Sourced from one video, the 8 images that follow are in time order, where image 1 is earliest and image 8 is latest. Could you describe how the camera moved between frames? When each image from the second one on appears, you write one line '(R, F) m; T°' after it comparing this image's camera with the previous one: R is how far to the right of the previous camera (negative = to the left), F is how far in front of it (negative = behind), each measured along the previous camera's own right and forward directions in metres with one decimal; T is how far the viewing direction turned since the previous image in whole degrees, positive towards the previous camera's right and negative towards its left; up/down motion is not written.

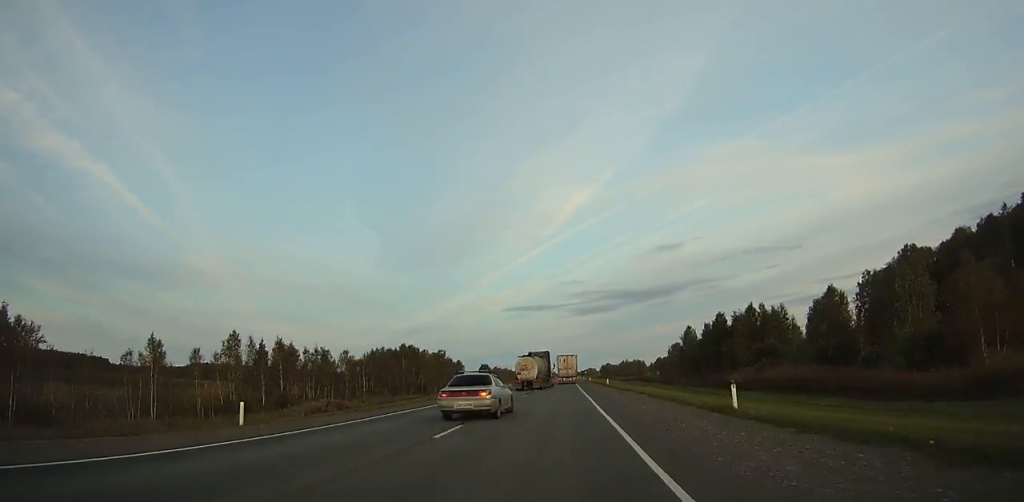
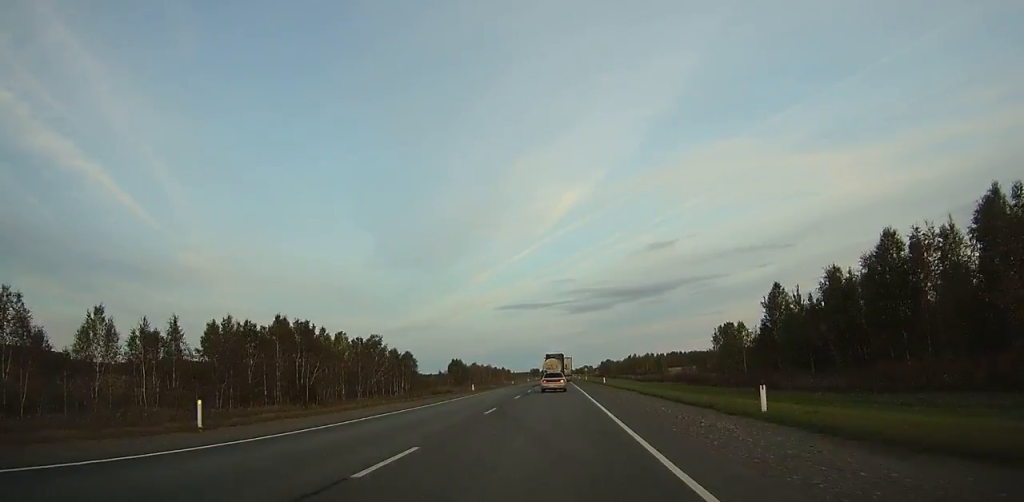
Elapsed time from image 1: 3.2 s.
(0.0, +51.7) m; 0°
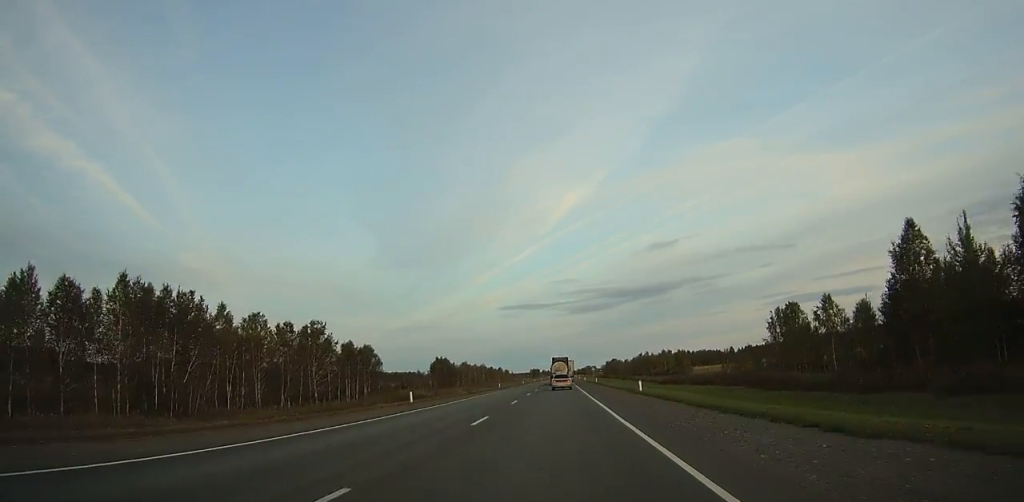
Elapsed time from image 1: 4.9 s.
(0.0, +27.5) m; 0°
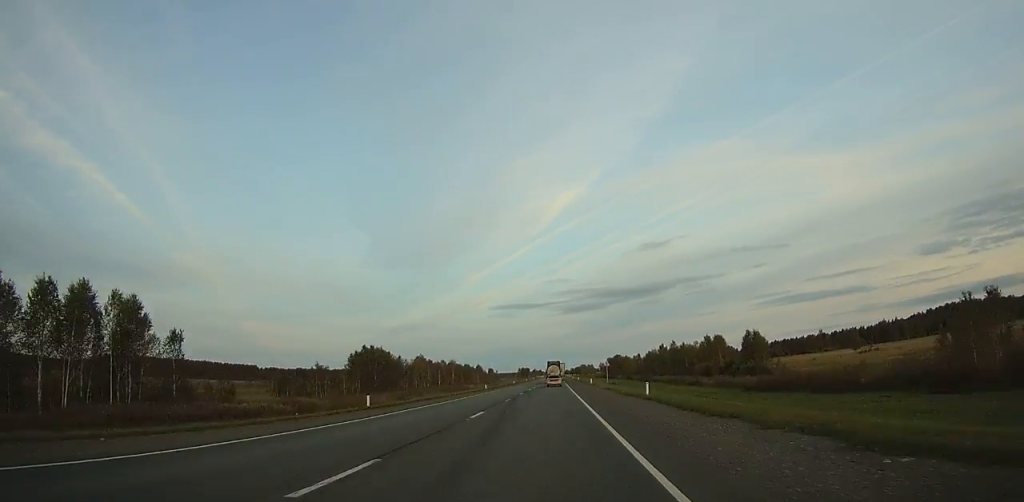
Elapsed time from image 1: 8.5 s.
(+0.2, +58.6) m; 0°
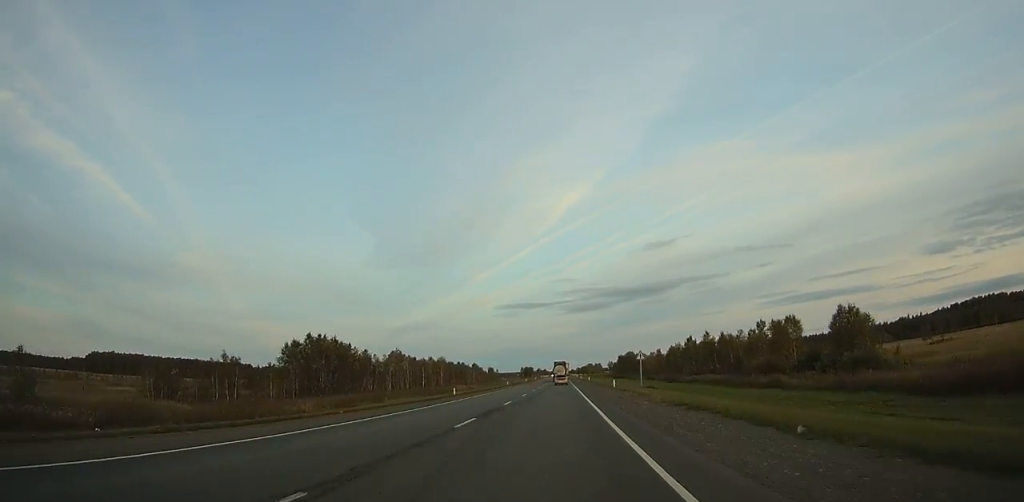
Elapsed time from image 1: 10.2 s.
(+0.1, +28.0) m; 0°
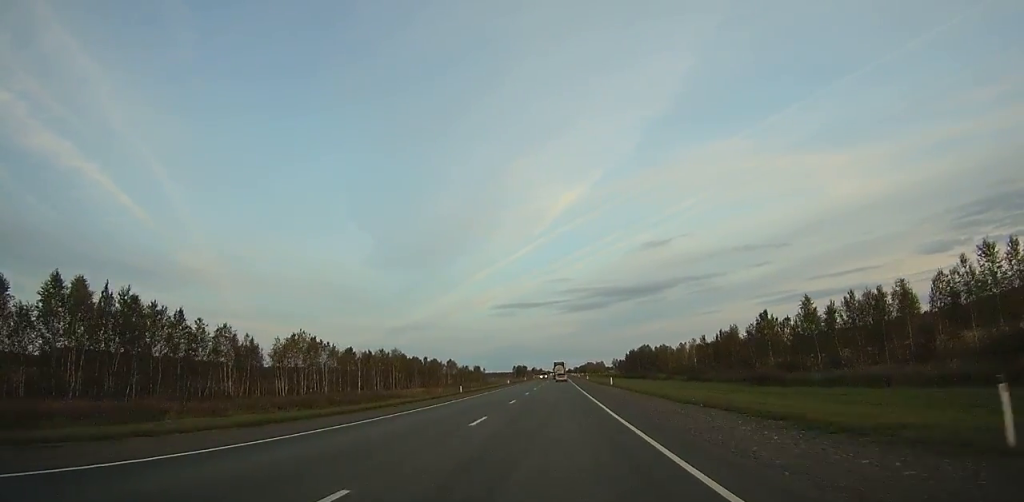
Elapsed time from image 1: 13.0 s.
(-0.2, +47.4) m; 0°
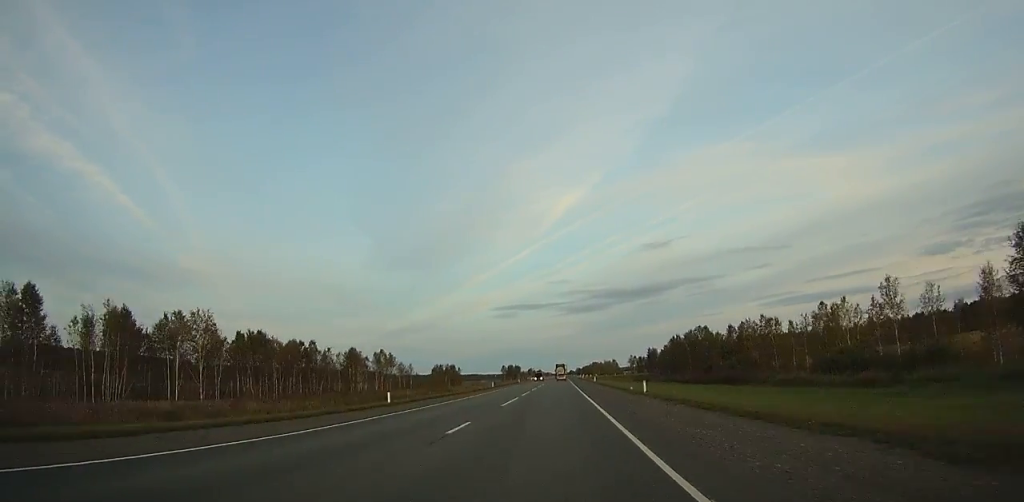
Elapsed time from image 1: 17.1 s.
(+0.1, +71.9) m; 0°
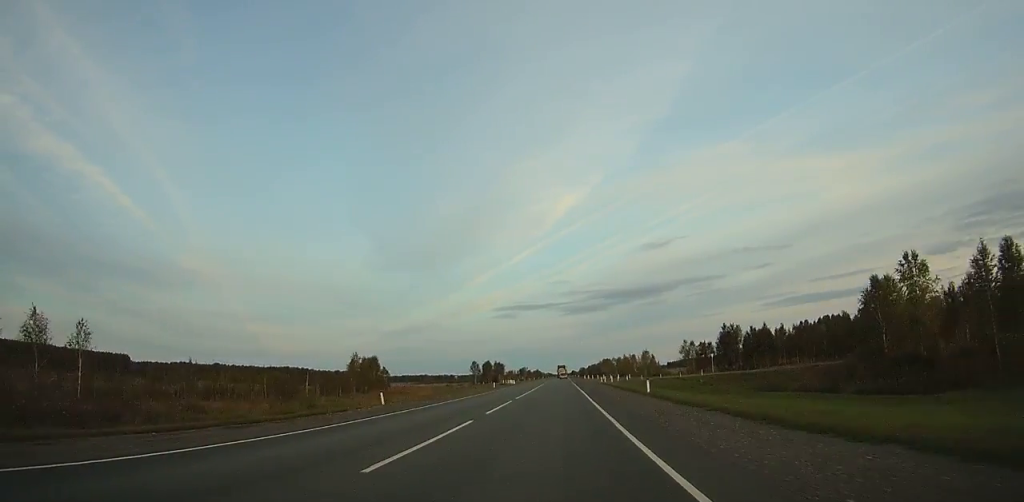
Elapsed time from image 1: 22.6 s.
(-0.1, +99.1) m; 0°
